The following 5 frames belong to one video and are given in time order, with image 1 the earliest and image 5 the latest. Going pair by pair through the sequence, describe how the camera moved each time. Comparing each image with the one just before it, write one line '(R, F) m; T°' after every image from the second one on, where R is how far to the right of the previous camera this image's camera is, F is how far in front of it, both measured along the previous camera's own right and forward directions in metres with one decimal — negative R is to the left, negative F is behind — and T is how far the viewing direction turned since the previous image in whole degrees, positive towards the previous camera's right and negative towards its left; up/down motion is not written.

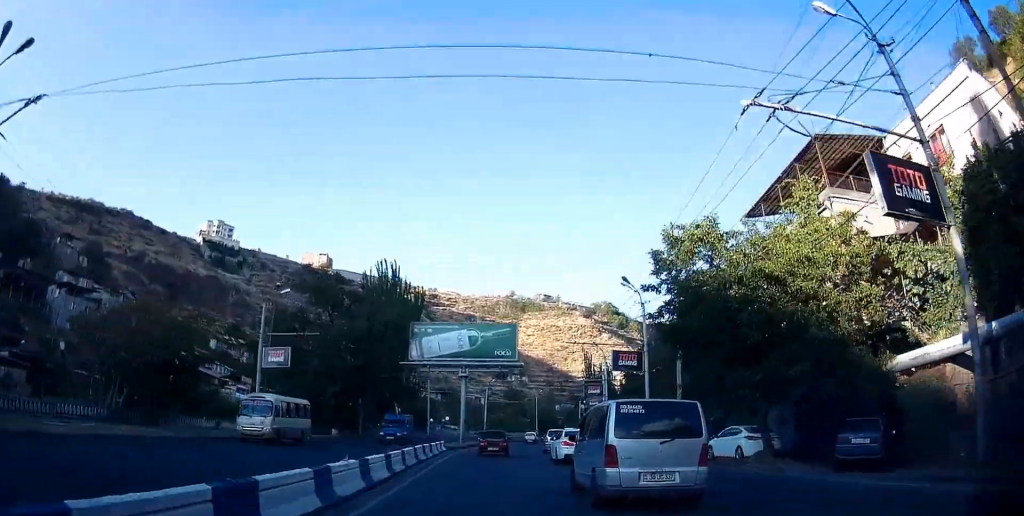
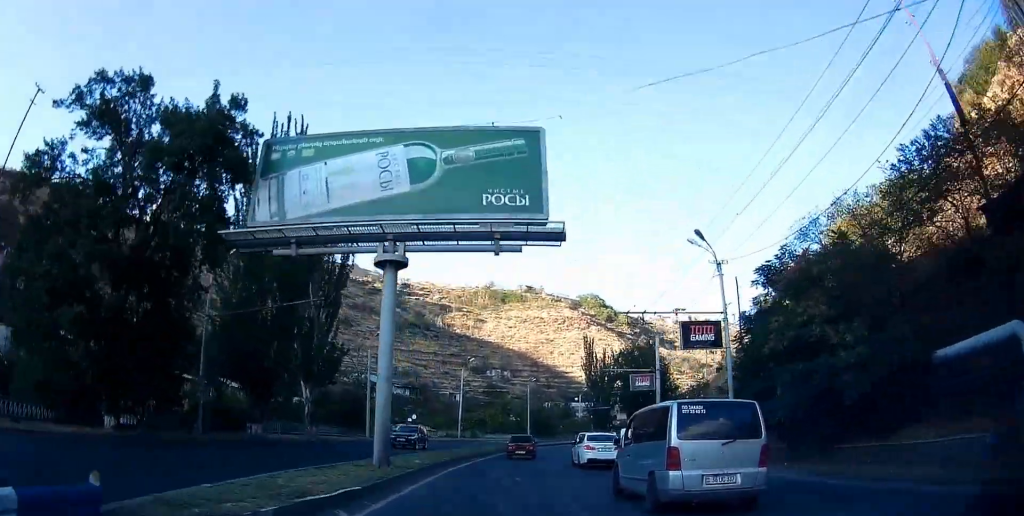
(+0.6, +33.6) m; +2°
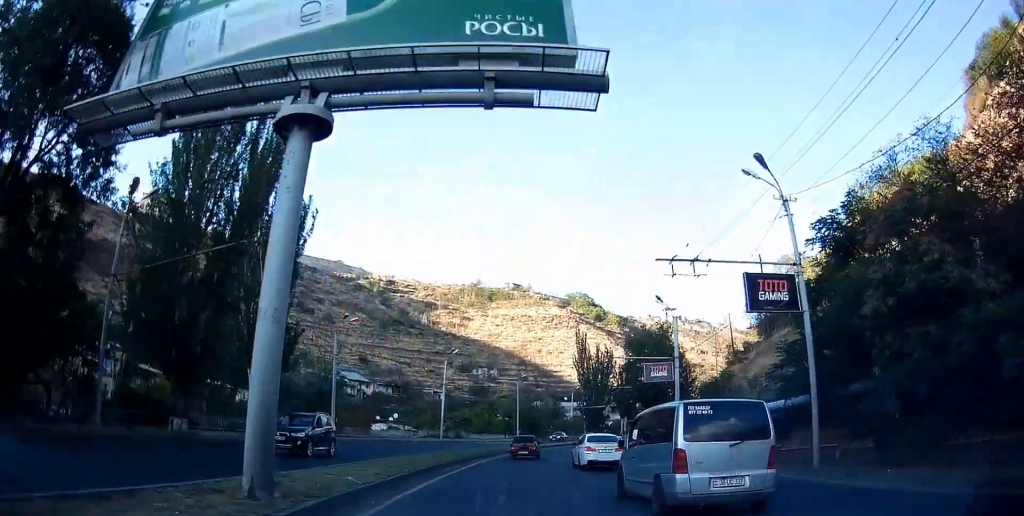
(+0.1, +8.1) m; +2°
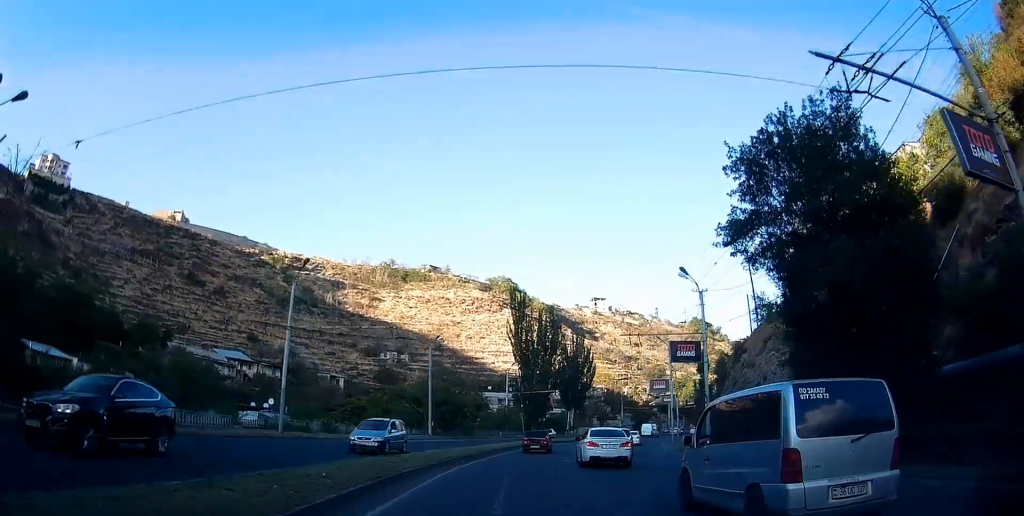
(+1.4, +33.8) m; +7°
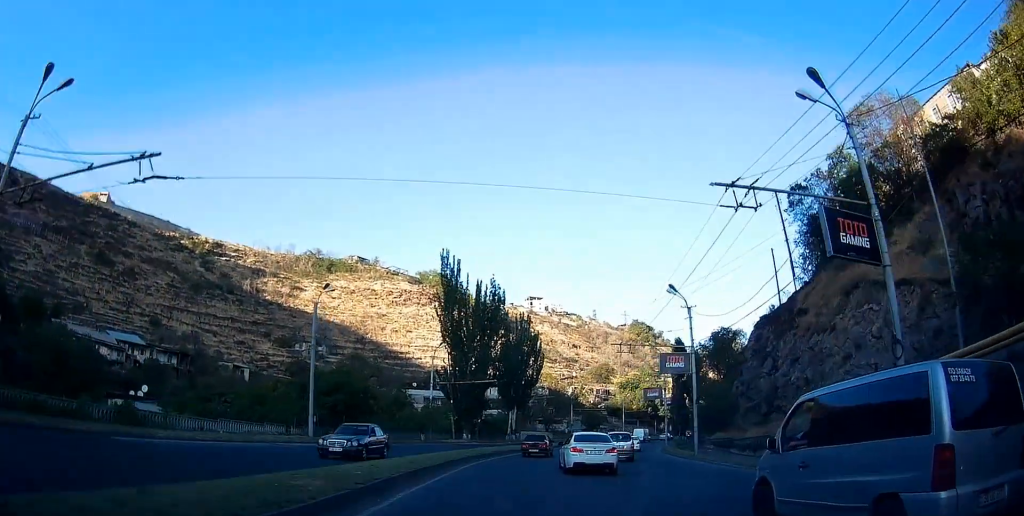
(+1.6, +22.1) m; +7°
